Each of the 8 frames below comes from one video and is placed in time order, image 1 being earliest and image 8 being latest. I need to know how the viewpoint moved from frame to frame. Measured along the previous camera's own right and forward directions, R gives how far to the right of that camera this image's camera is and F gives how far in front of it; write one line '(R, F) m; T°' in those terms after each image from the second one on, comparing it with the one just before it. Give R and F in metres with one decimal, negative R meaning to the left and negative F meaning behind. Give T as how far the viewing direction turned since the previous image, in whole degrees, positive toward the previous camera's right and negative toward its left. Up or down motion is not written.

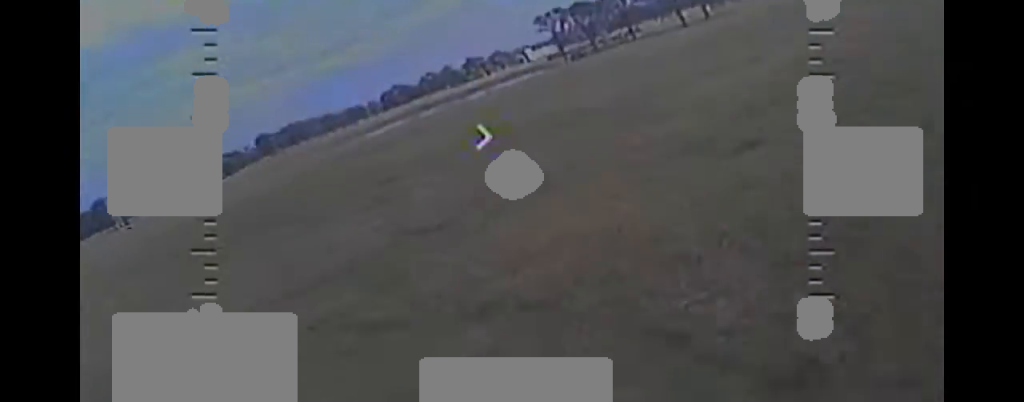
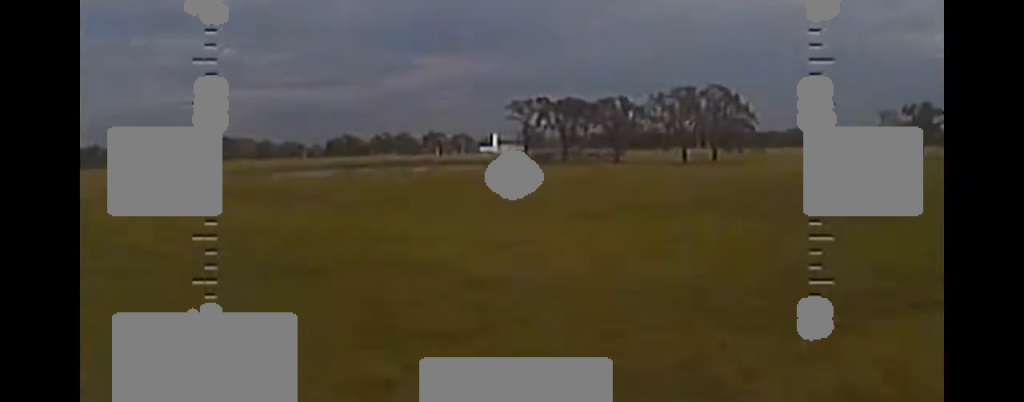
(+5.7, +24.0) m; +18°
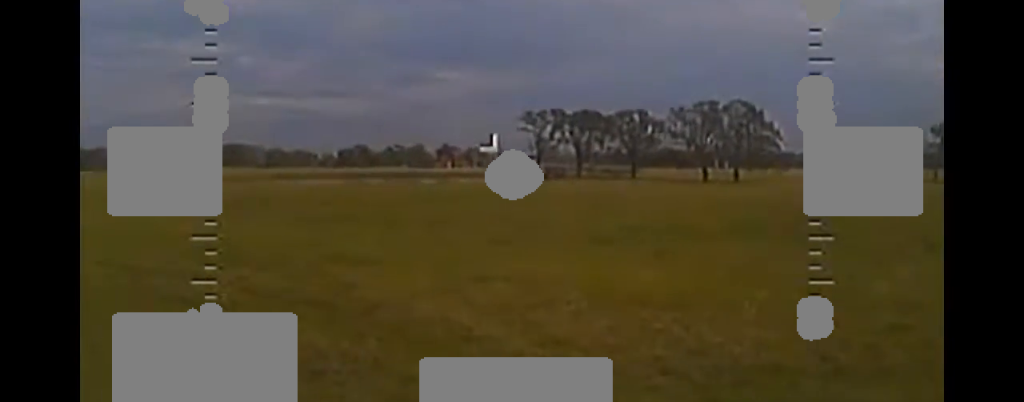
(0.0, +6.1) m; +1°
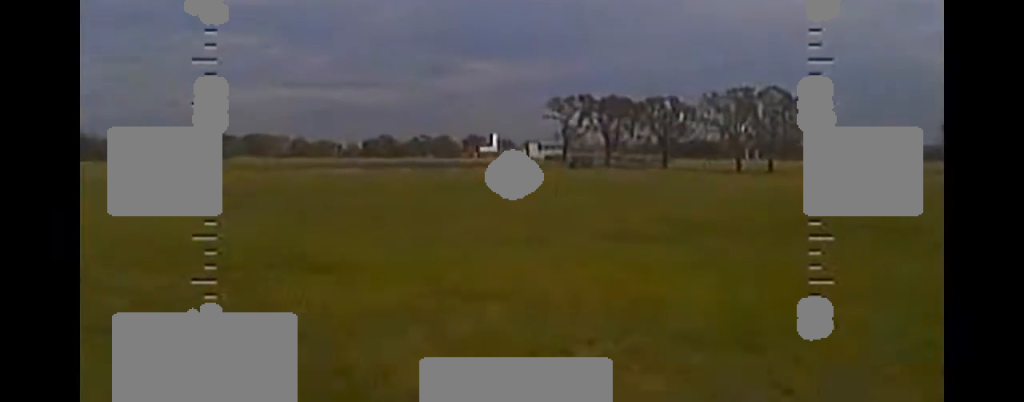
(-0.1, +4.6) m; +1°
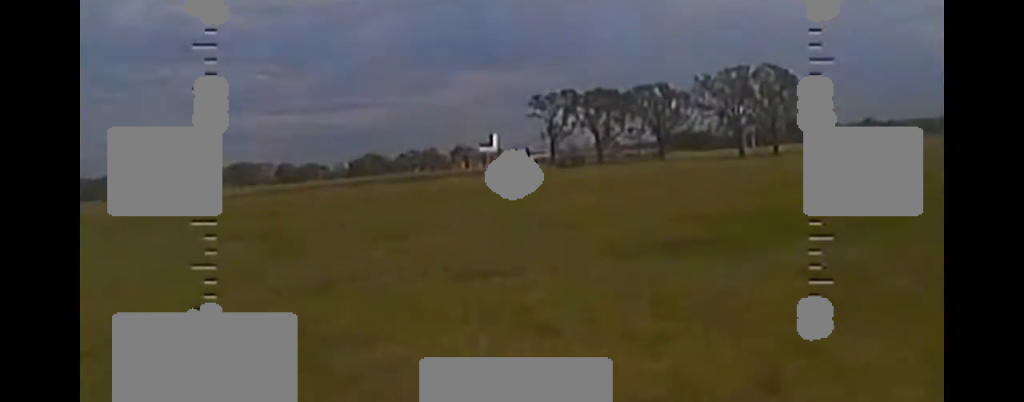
(+0.2, +7.1) m; +2°
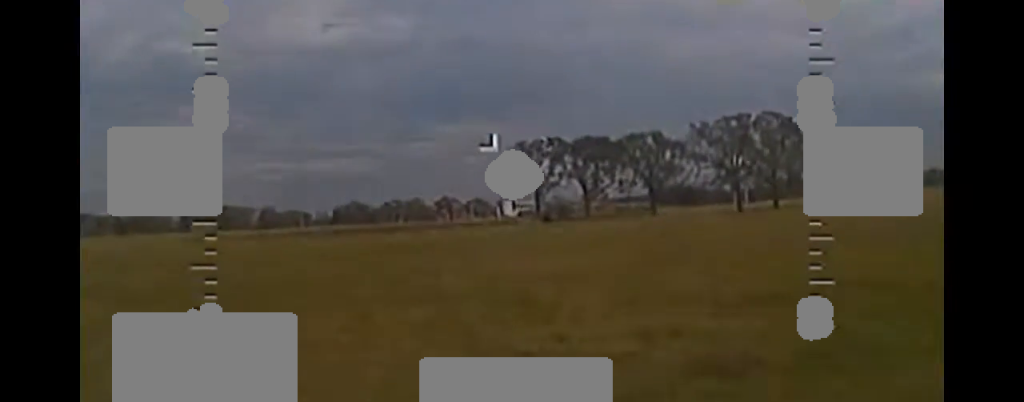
(+0.1, +5.6) m; +1°
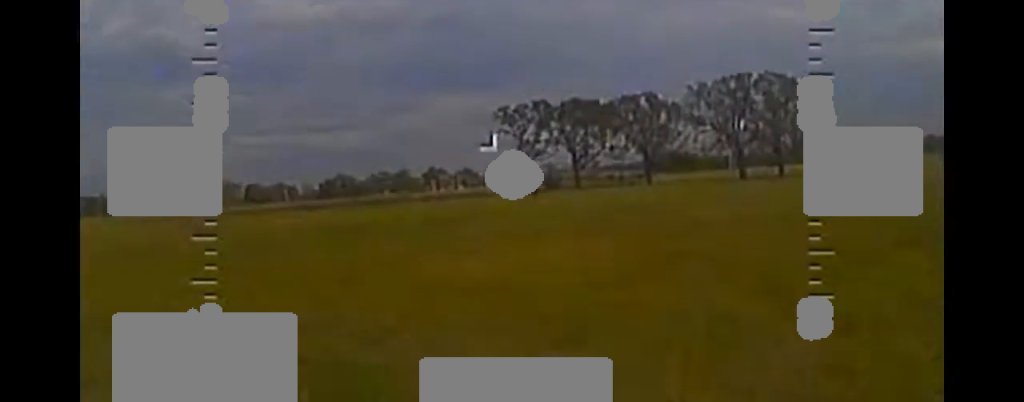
(0.0, +6.0) m; -1°
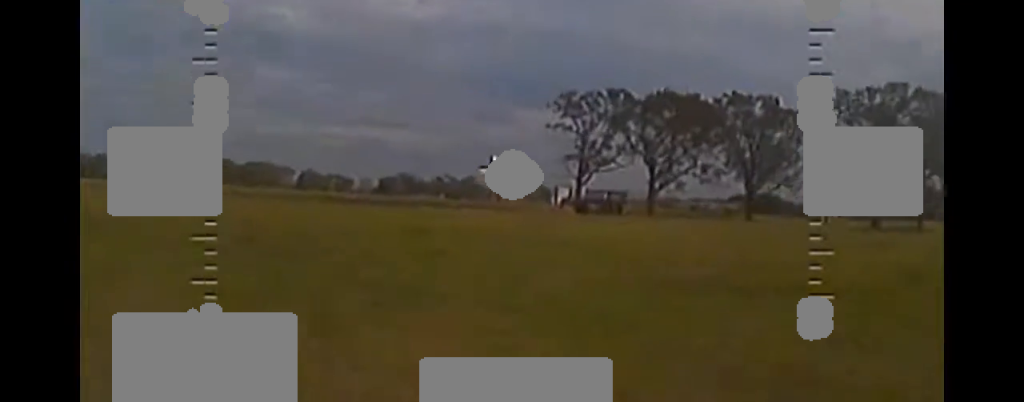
(-0.9, +19.3) m; -7°
